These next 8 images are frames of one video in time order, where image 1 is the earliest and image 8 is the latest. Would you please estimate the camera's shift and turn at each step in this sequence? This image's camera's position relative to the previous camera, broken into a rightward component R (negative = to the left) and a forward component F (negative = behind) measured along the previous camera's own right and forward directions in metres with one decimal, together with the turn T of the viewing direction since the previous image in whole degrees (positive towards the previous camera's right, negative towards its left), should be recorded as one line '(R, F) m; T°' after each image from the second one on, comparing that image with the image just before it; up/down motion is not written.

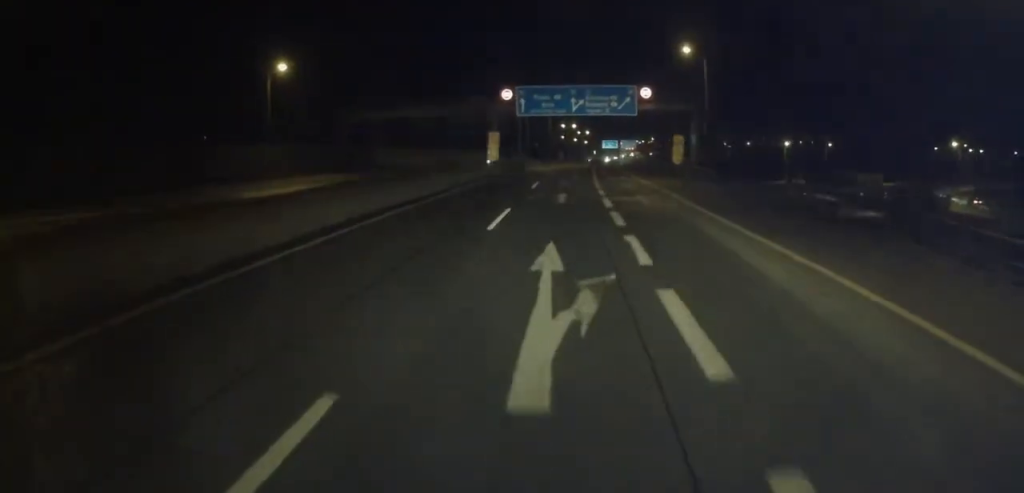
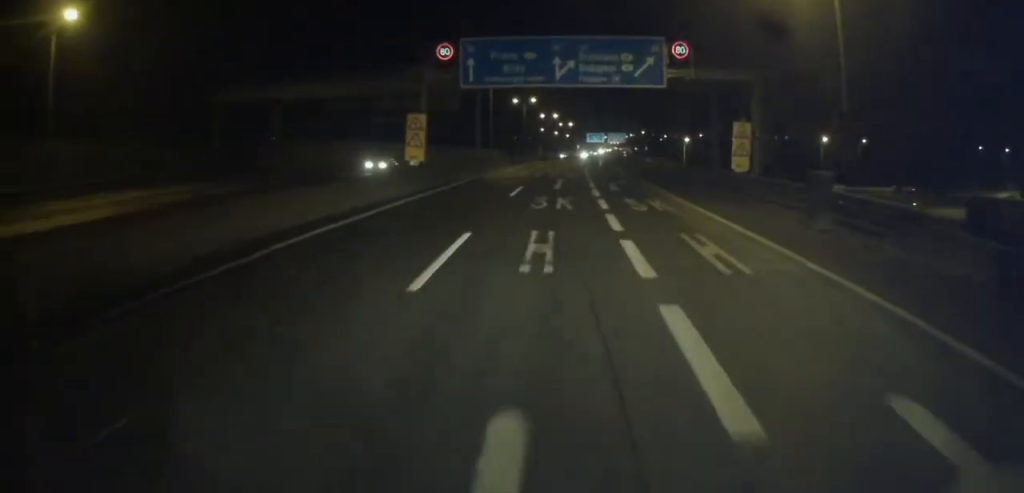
(0.0, +28.3) m; +1°
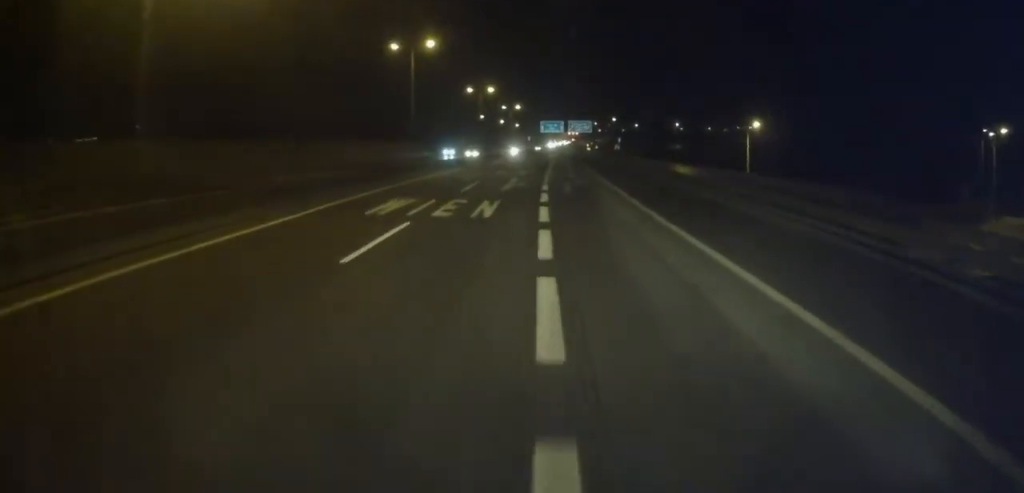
(+1.9, +49.2) m; +4°
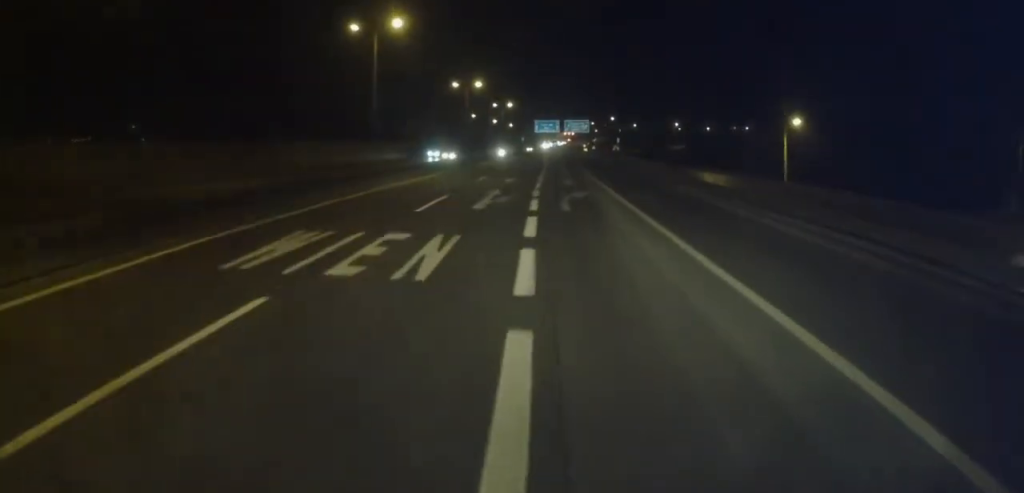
(0.0, +8.8) m; +1°
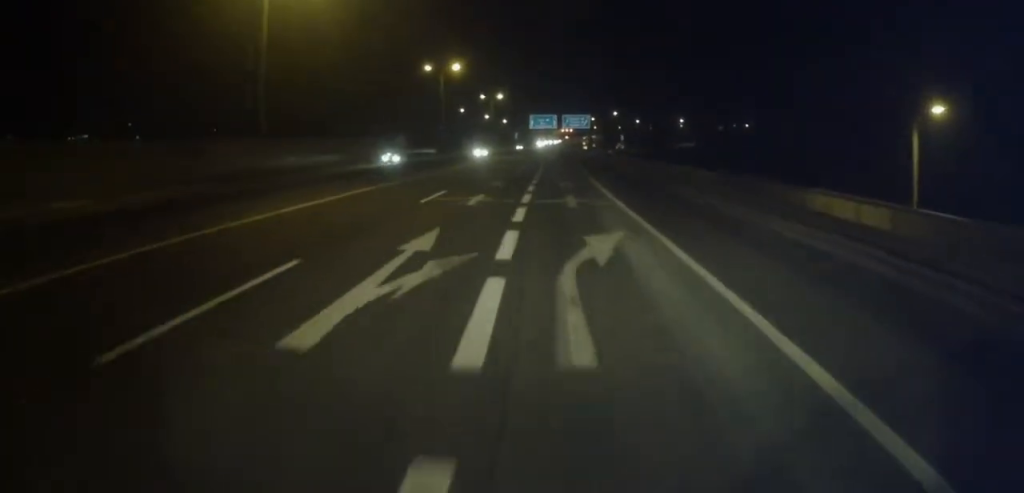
(+0.3, +15.5) m; +1°
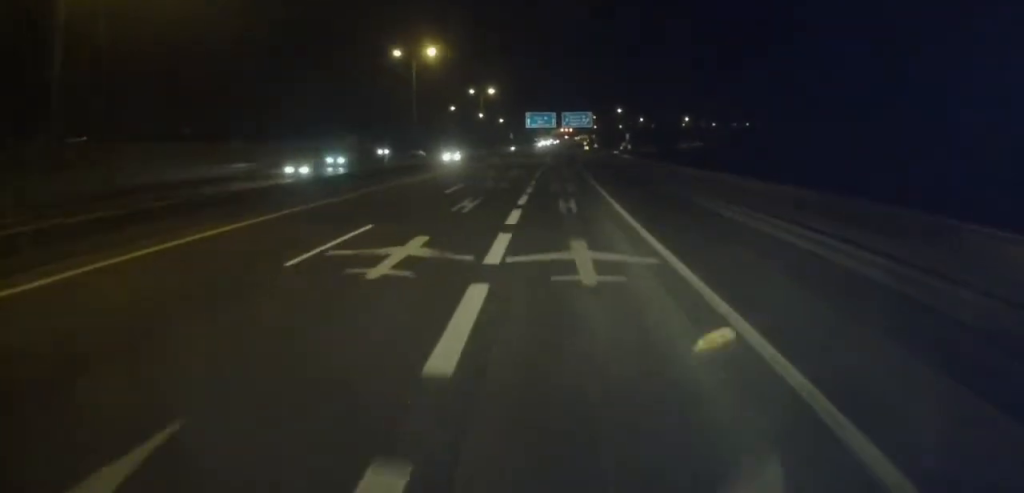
(+0.2, +12.2) m; +1°
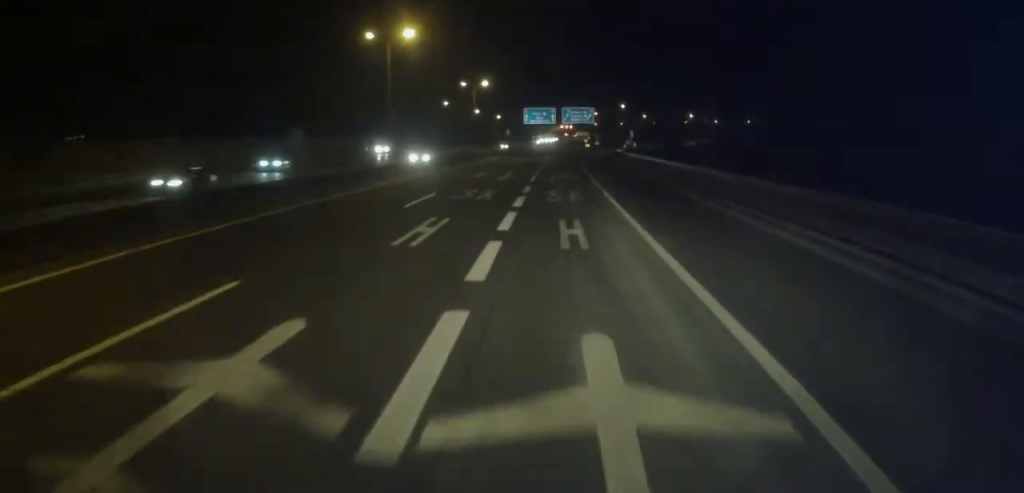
(-0.1, +8.1) m; 0°
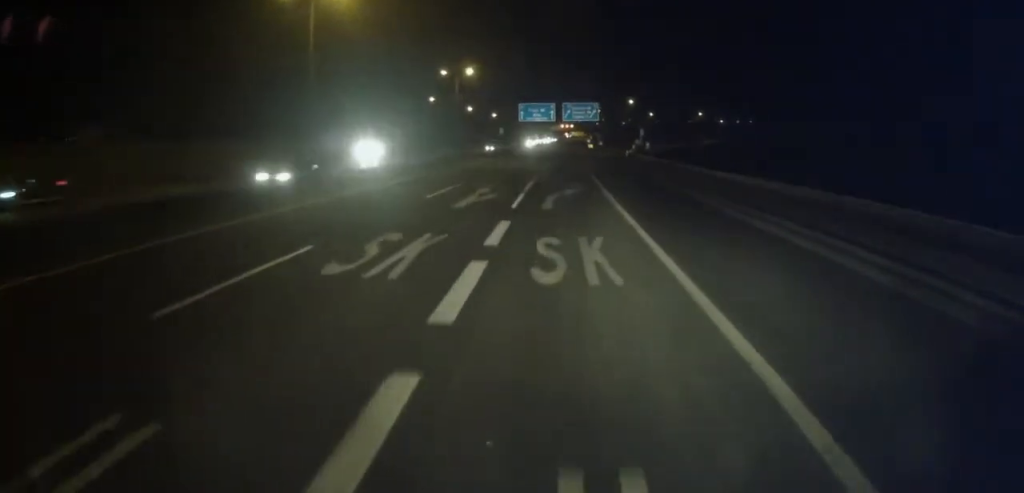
(0.0, +15.4) m; 0°
